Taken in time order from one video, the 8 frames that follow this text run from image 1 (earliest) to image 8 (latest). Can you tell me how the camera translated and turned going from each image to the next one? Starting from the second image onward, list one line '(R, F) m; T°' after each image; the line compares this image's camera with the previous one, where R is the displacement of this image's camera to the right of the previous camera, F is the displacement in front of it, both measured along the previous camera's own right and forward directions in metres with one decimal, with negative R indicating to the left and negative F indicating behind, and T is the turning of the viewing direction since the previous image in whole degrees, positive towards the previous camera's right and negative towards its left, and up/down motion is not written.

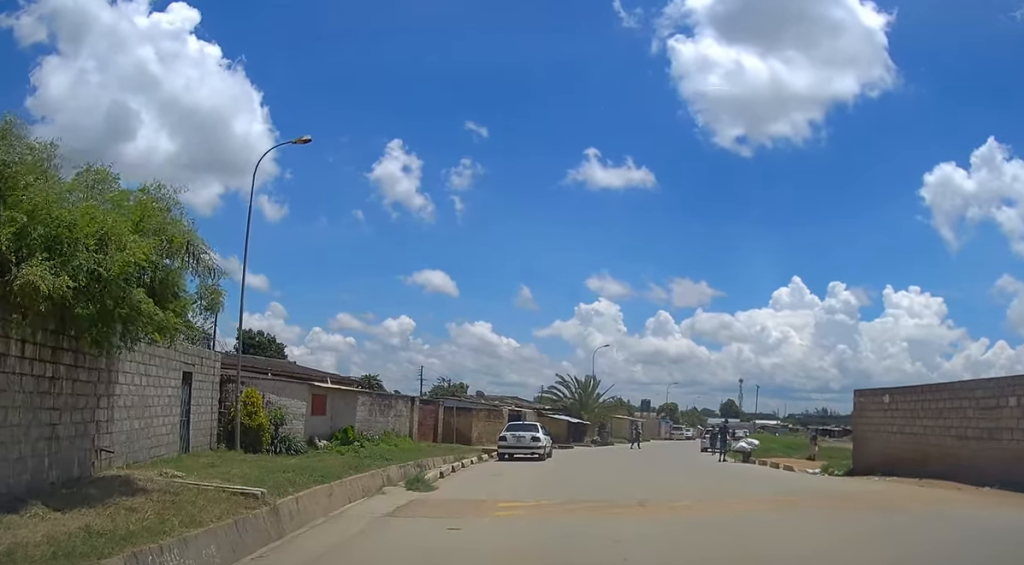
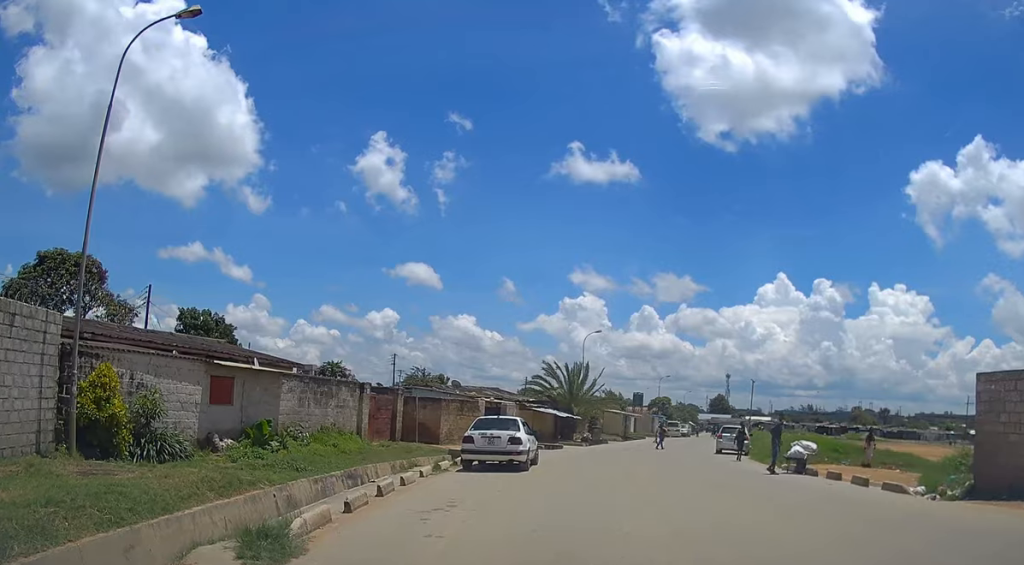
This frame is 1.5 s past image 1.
(-0.2, +7.8) m; +2°
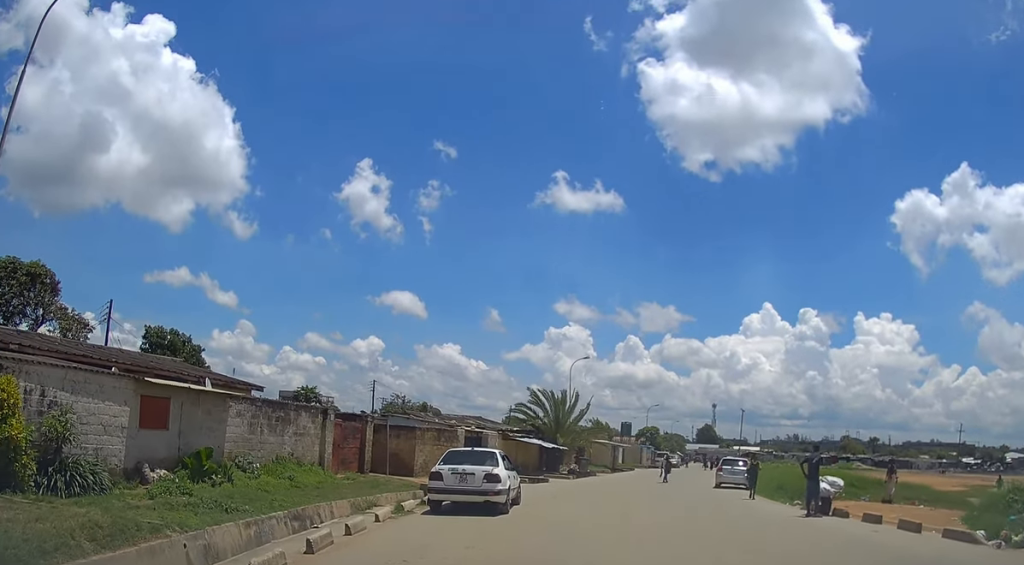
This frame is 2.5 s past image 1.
(+0.1, +3.7) m; +4°
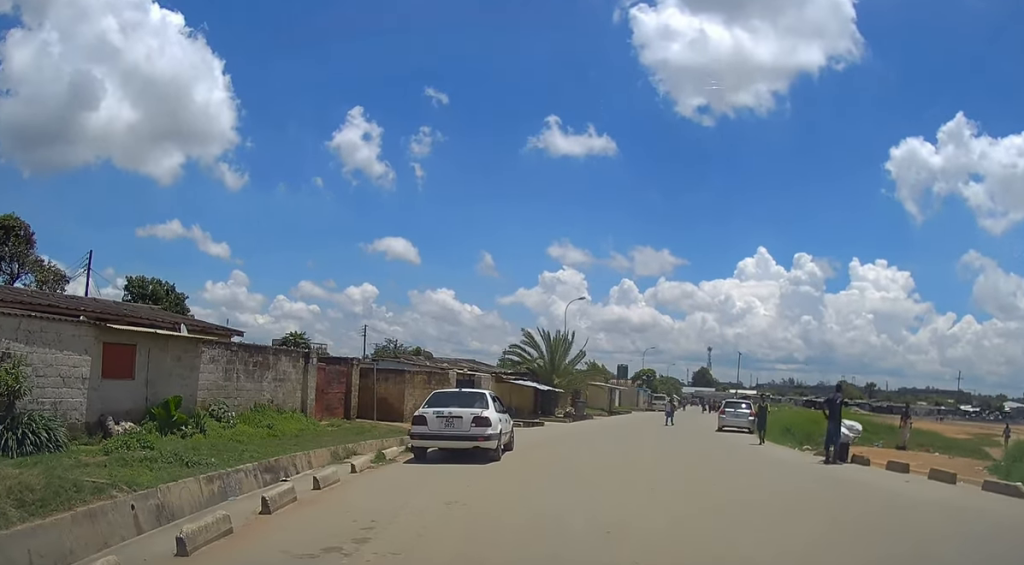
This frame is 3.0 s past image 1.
(0.0, +1.5) m; +1°
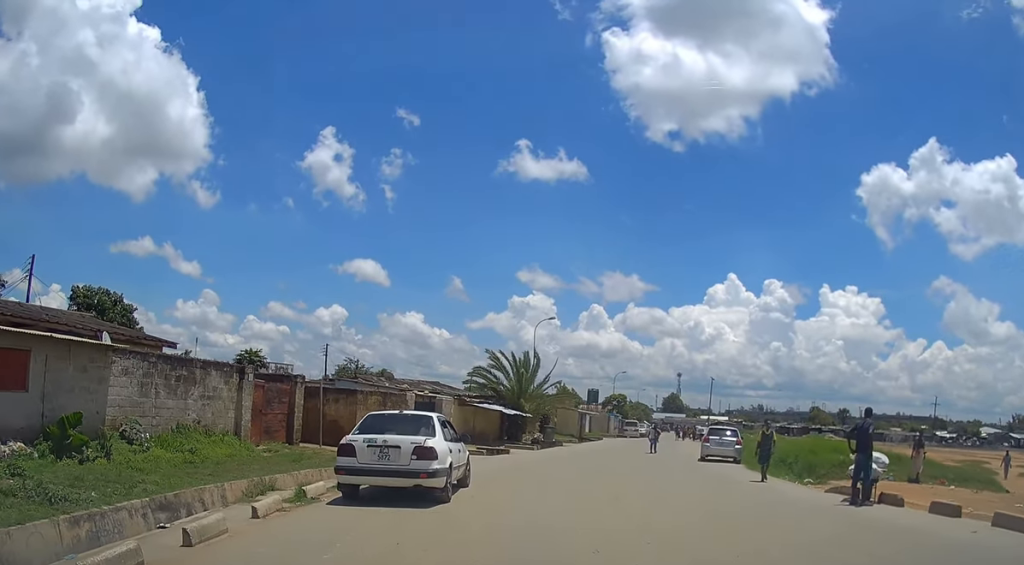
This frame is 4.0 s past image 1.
(0.0, +2.9) m; 0°
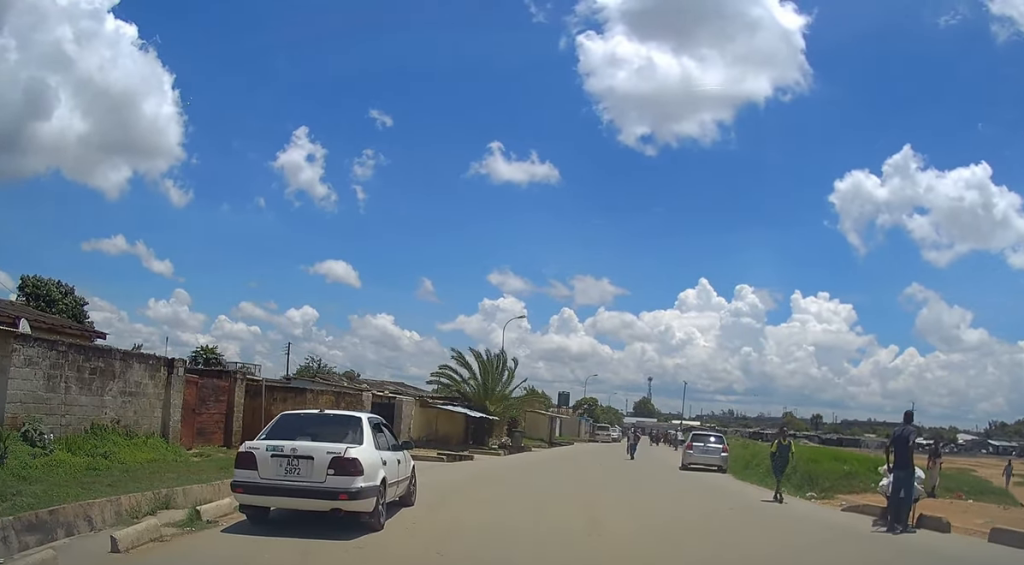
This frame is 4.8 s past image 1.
(0.0, +2.4) m; 0°
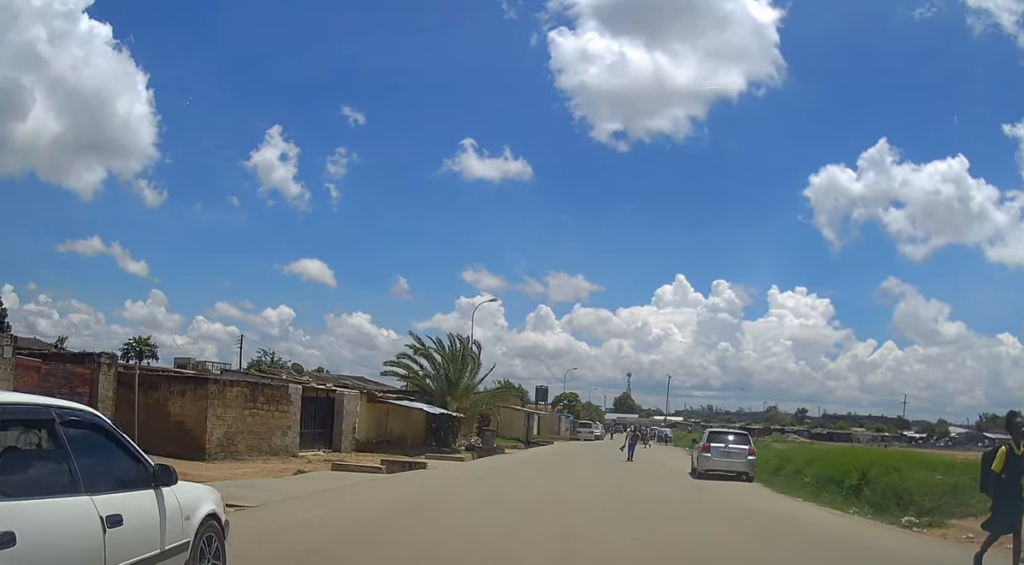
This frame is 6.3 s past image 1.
(0.0, +5.8) m; 0°
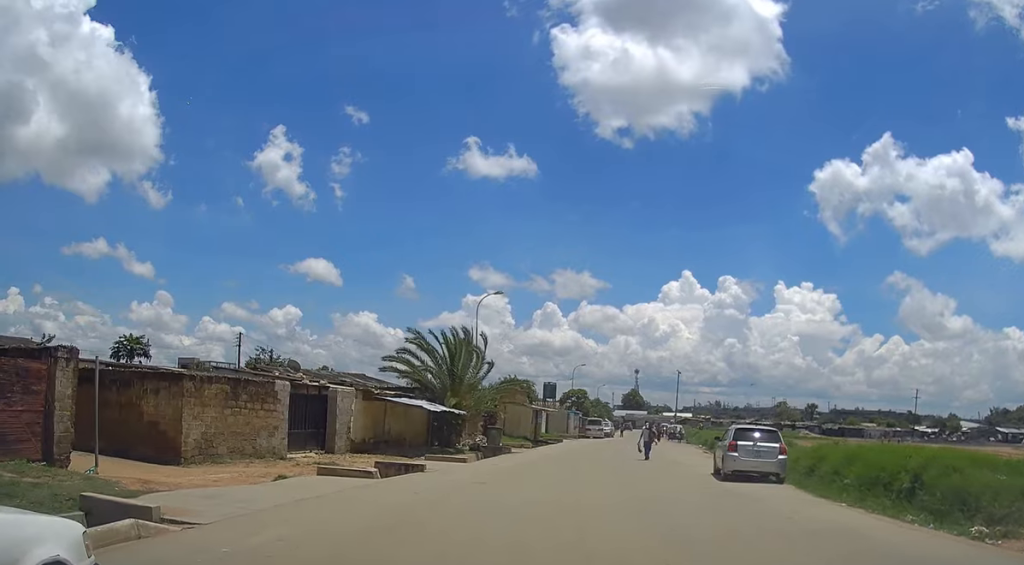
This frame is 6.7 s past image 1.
(0.0, +1.9) m; 0°
